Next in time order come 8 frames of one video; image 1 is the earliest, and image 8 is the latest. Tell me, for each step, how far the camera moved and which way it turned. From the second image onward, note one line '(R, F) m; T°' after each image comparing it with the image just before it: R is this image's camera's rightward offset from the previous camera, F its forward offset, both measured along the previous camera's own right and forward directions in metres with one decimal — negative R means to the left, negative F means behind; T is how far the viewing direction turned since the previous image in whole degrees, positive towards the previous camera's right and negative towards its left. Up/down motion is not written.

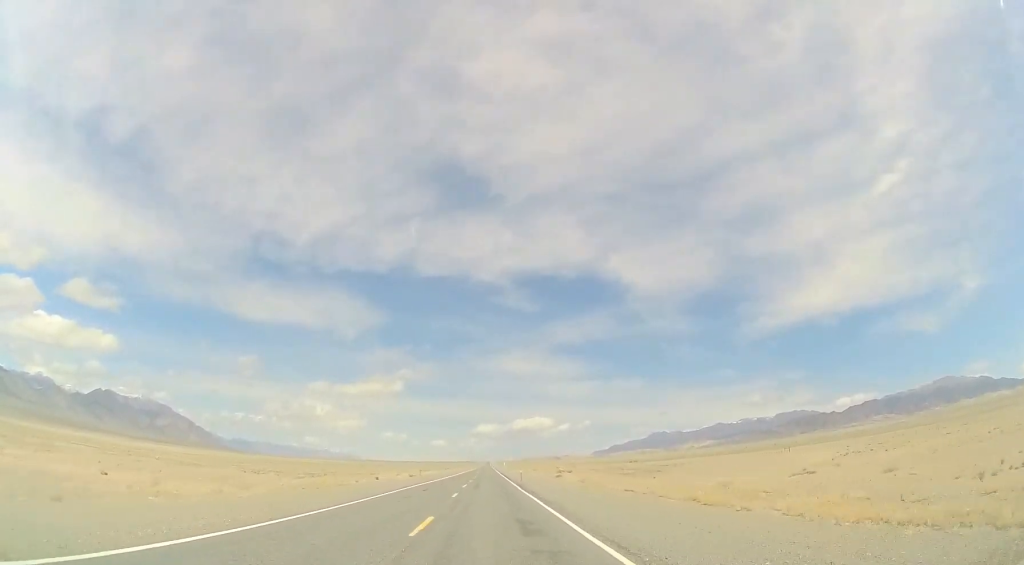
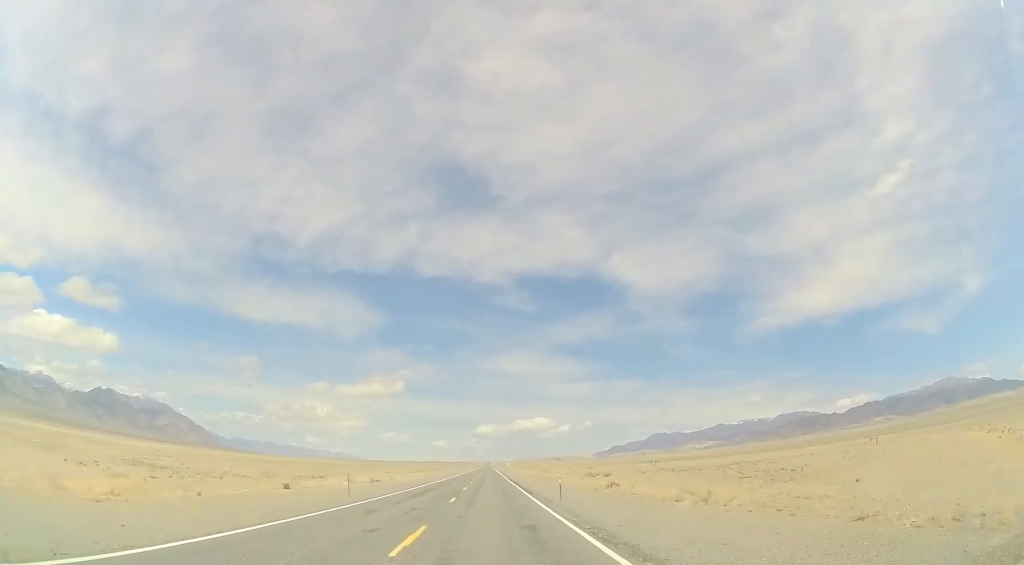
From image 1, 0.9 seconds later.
(0.0, +29.5) m; 0°
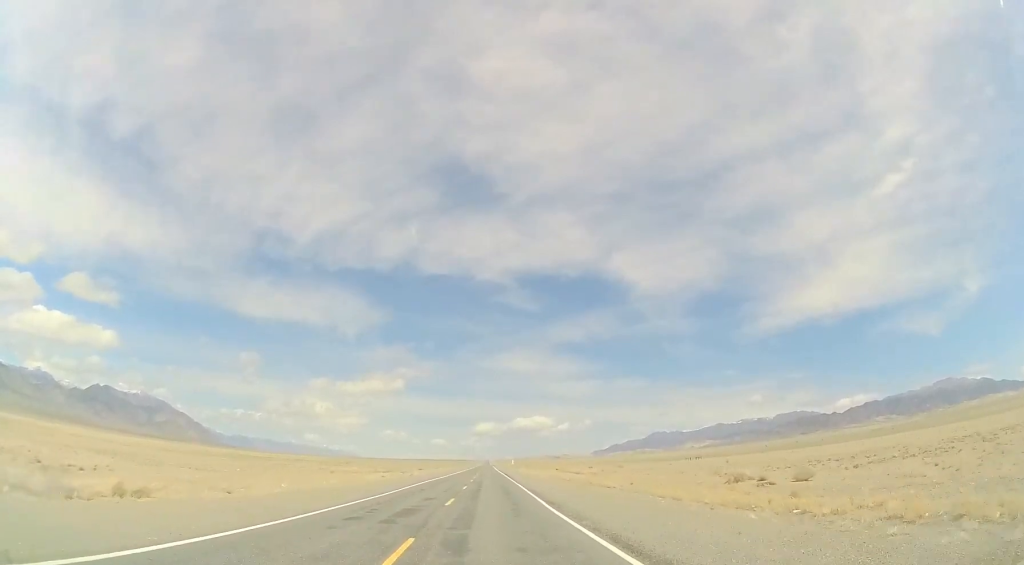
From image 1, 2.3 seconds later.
(+0.3, +43.1) m; +1°
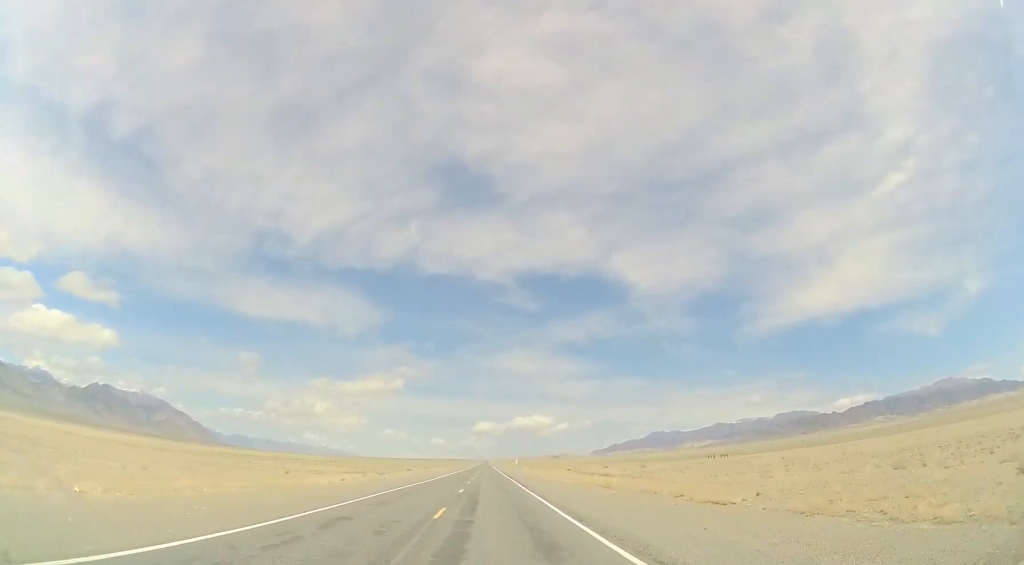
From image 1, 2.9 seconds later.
(+0.3, +19.0) m; 0°
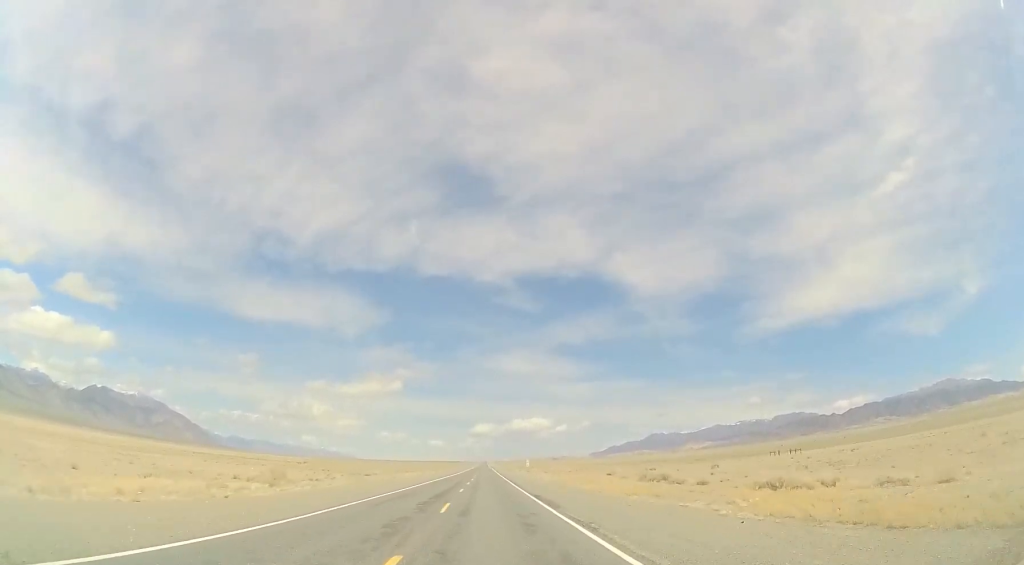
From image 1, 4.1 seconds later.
(-0.6, +37.1) m; 0°
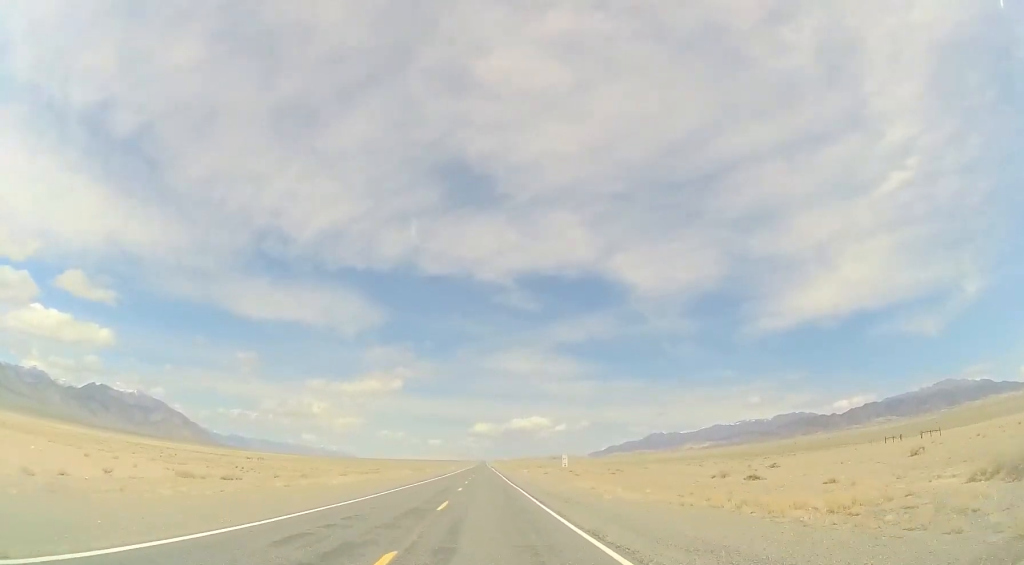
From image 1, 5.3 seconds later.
(+0.4, +40.6) m; 0°
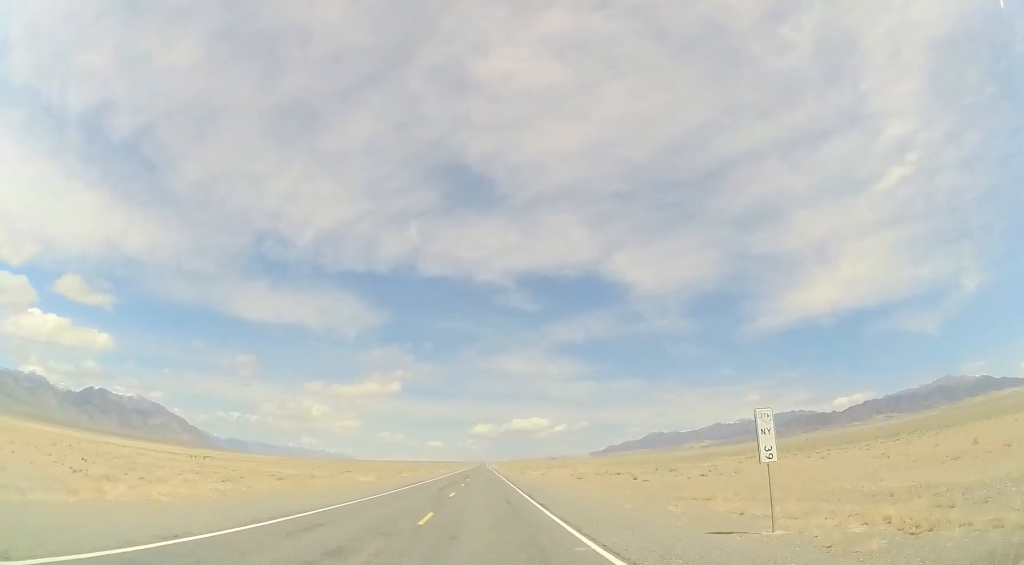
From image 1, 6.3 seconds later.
(-0.4, +32.2) m; 0°
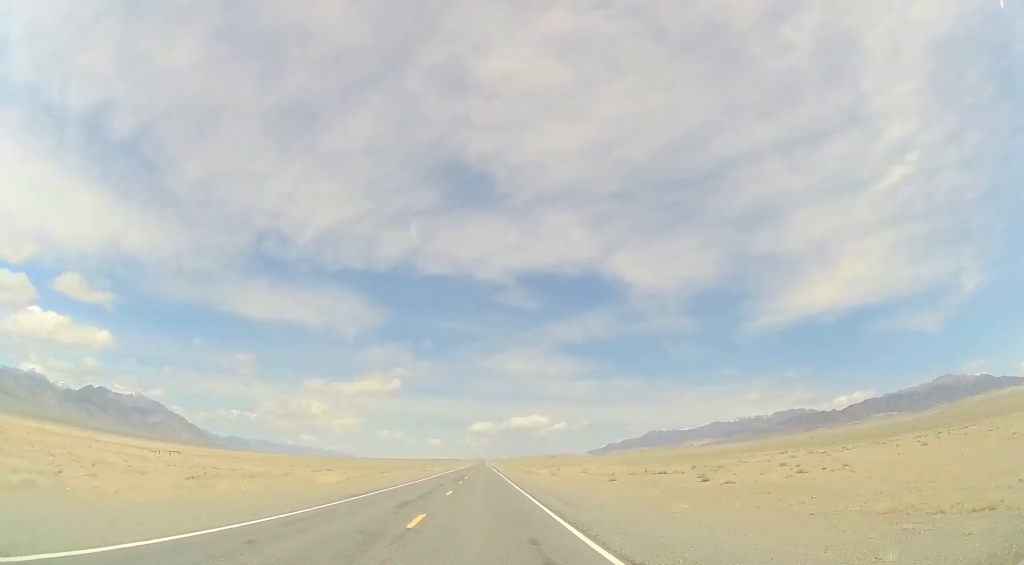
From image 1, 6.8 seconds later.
(+0.3, +15.1) m; 0°
